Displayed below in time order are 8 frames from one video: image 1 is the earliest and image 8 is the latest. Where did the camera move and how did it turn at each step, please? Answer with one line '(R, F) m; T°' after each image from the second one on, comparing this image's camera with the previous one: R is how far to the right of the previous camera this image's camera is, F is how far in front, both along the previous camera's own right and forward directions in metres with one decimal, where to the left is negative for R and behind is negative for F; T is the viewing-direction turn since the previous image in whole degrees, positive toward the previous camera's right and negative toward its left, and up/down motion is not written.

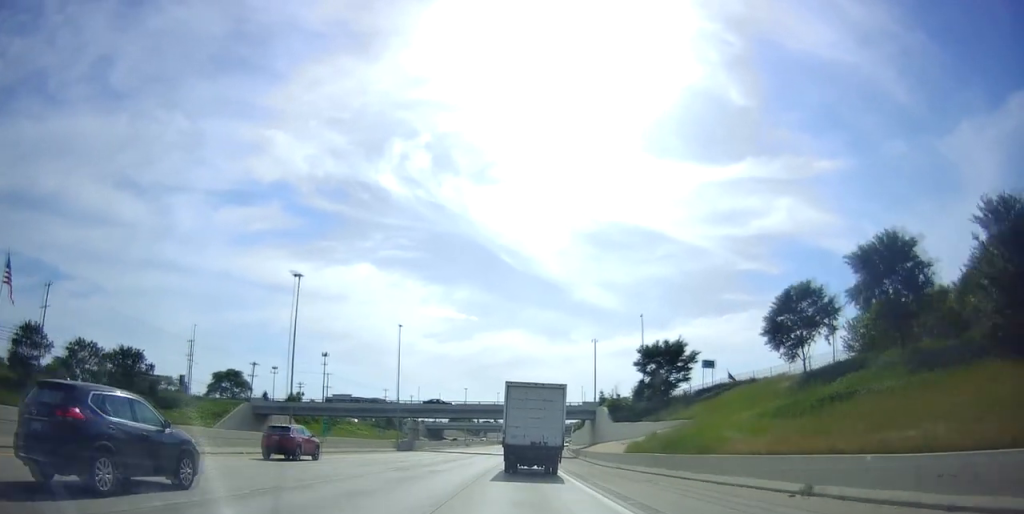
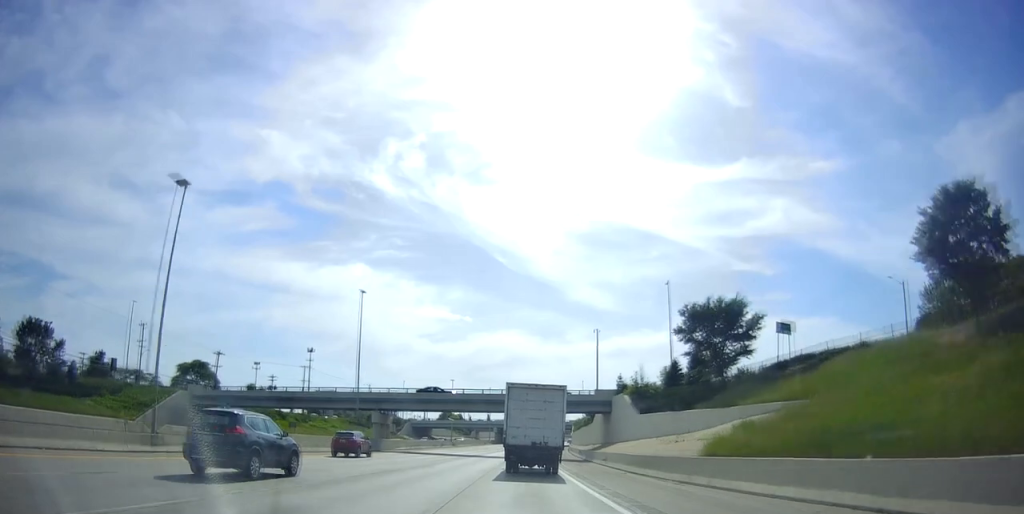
(+0.5, +17.4) m; 0°
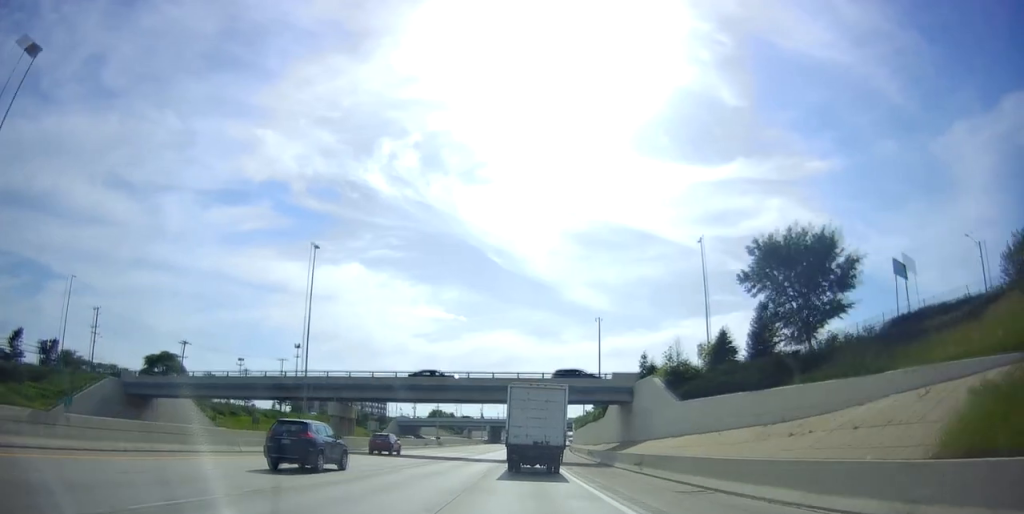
(-0.1, +14.2) m; 0°
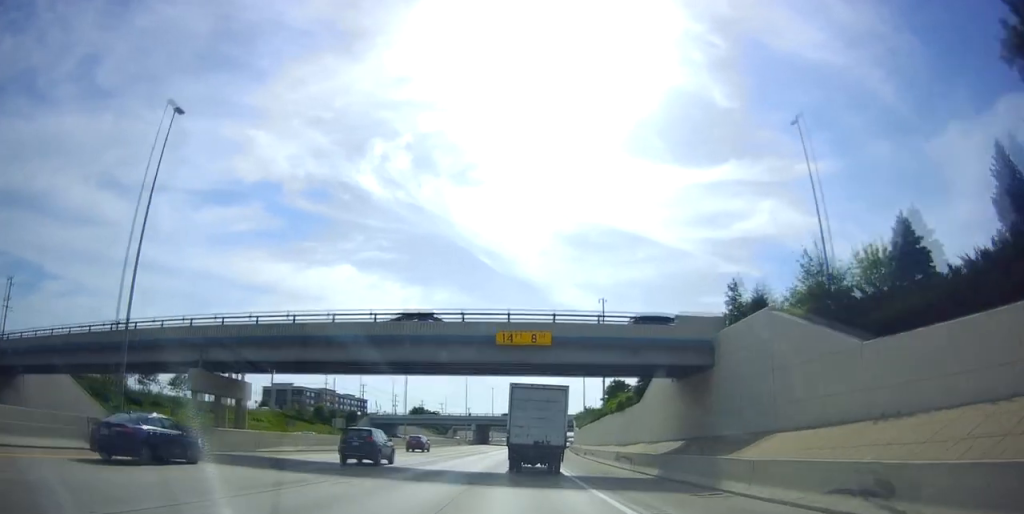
(-0.3, +22.6) m; 0°
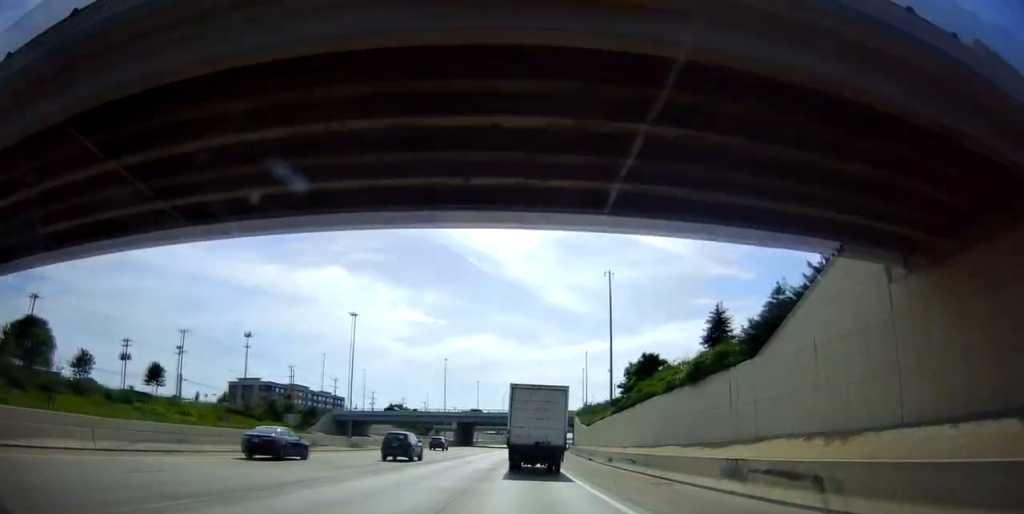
(+0.4, +22.7) m; +2°
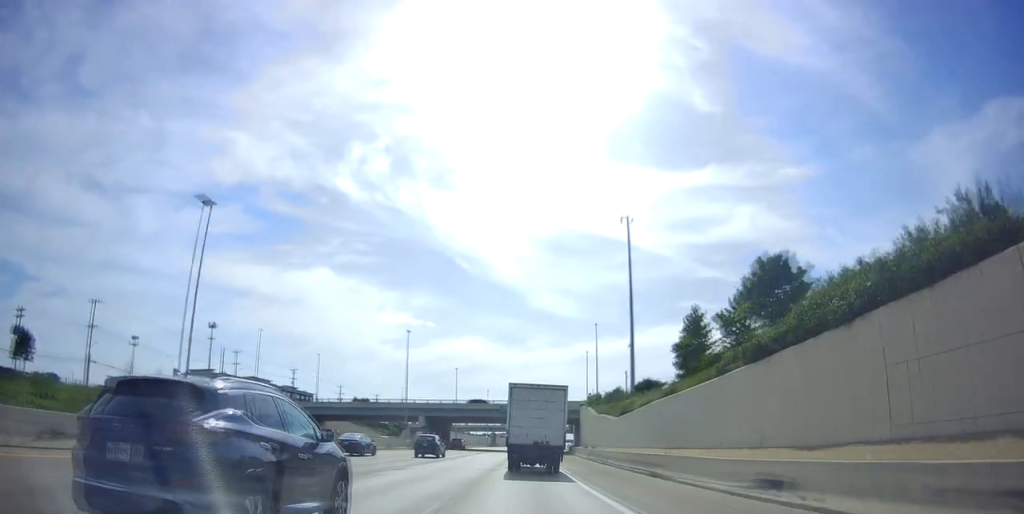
(+0.7, +28.9) m; +1°
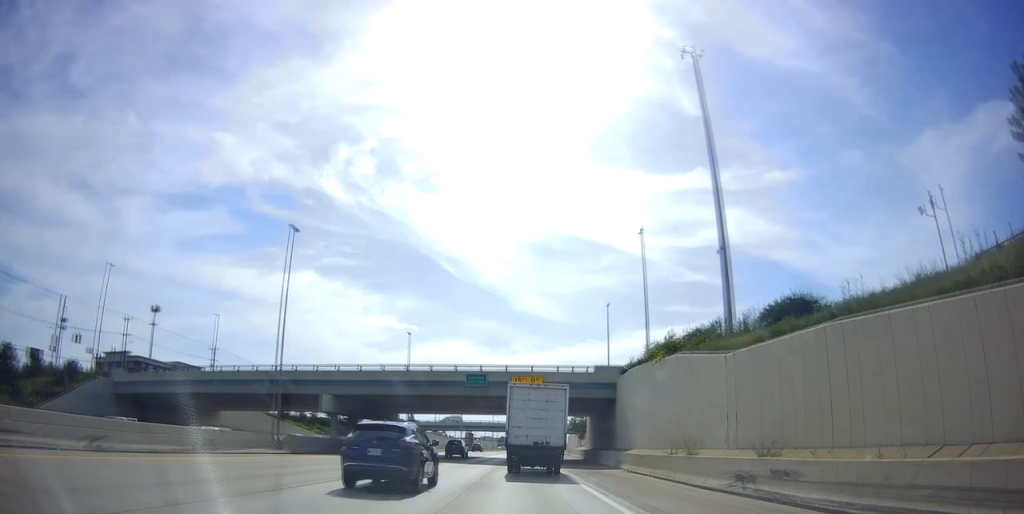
(0.0, +40.9) m; +1°
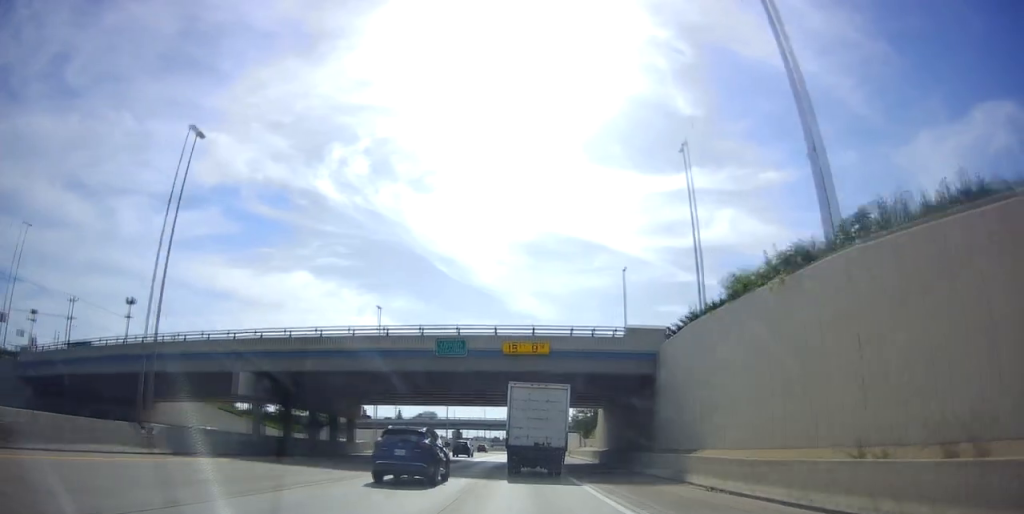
(+0.2, +15.1) m; +1°
